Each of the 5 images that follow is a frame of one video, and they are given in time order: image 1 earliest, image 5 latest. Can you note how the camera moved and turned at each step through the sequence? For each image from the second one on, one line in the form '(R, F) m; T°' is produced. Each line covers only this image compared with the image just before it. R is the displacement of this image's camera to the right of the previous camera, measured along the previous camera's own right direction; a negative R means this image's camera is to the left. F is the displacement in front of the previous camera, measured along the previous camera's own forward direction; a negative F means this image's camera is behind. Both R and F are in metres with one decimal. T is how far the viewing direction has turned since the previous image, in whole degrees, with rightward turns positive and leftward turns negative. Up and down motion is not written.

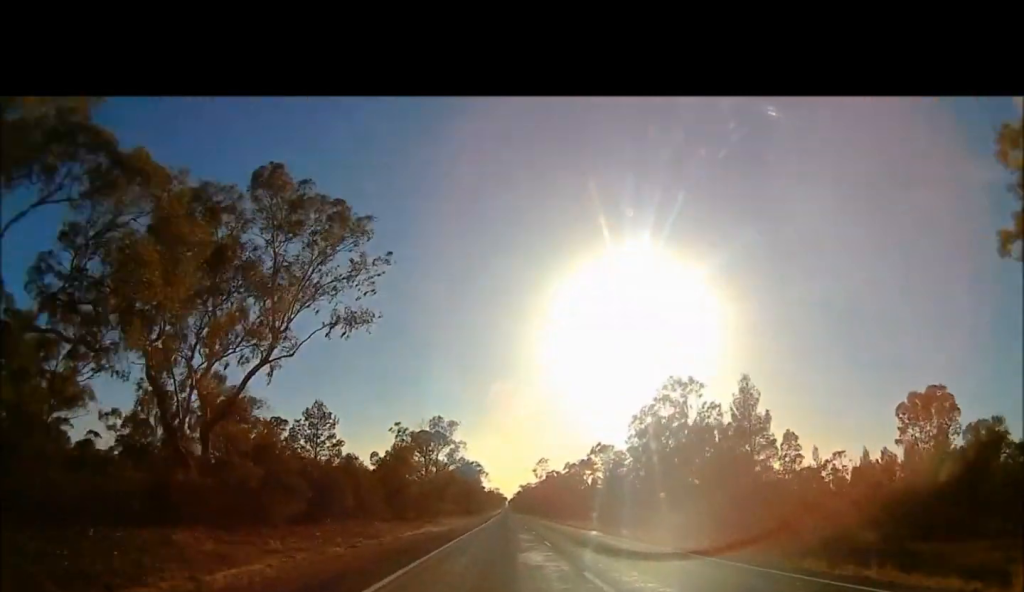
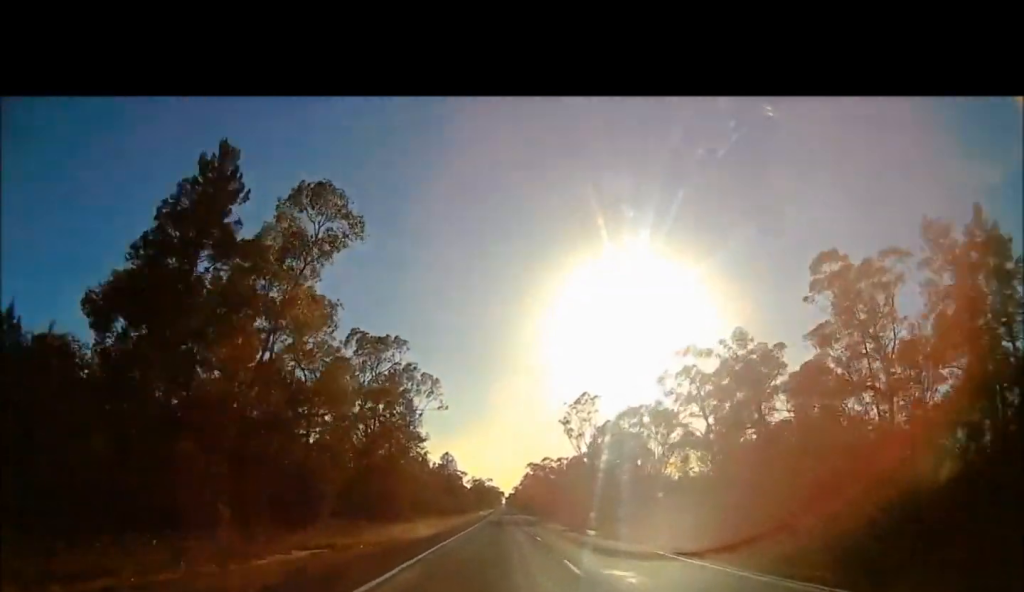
(+0.6, +167.7) m; 0°
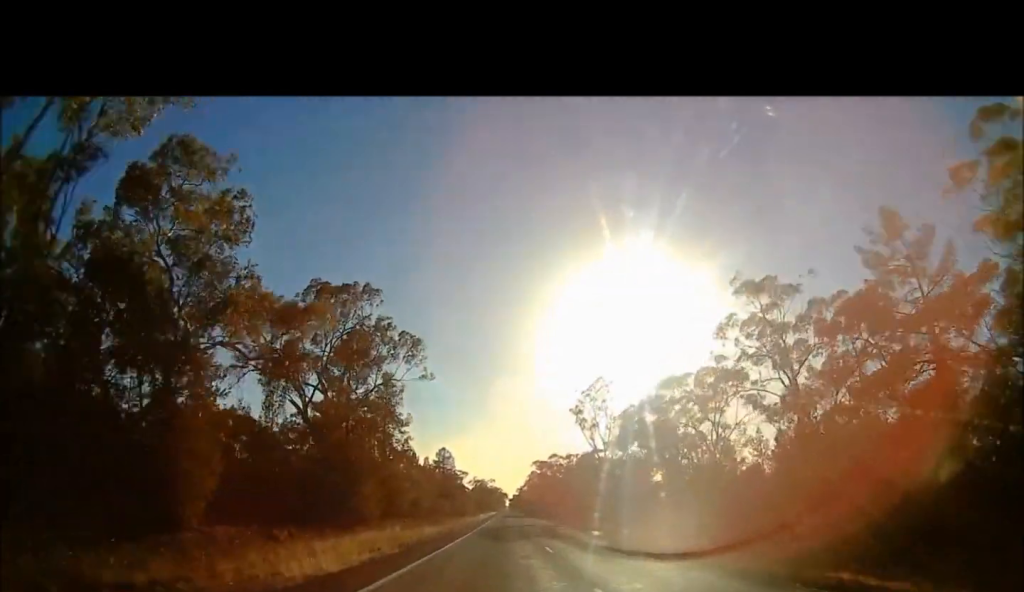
(0.0, +15.7) m; 0°
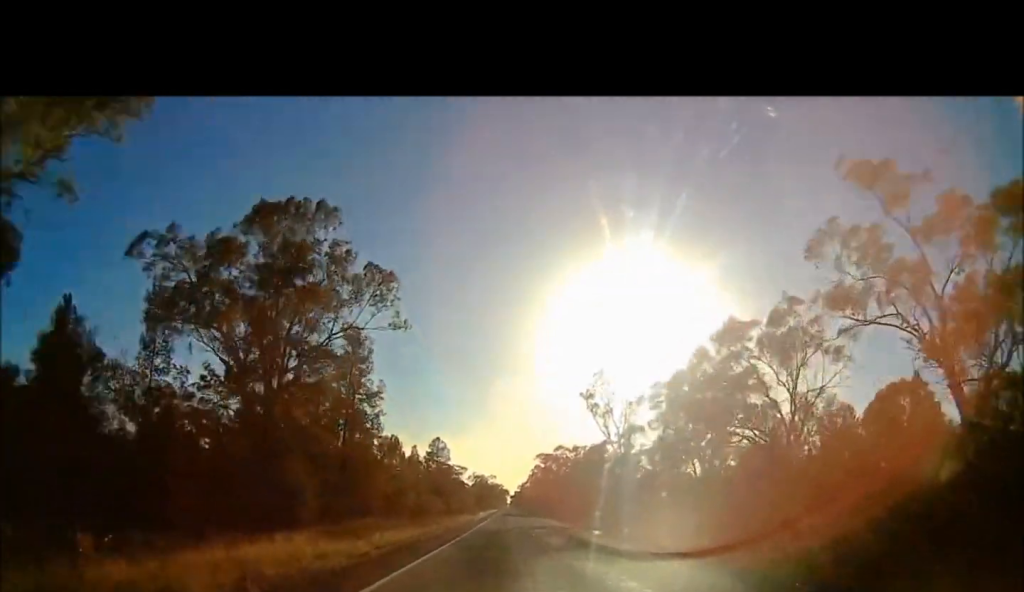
(0.0, +13.2) m; 0°
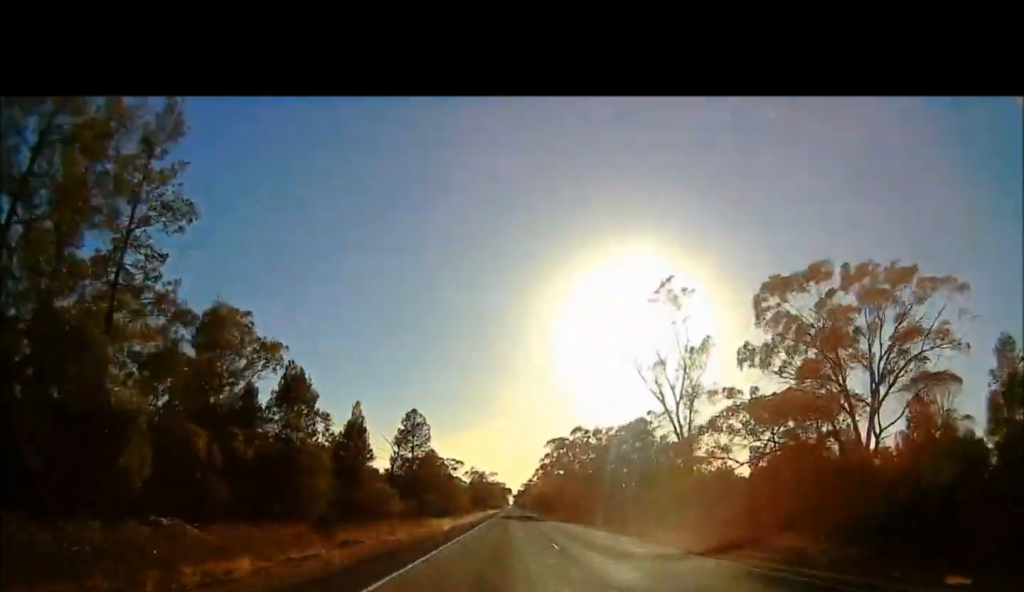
(-0.1, +29.8) m; -1°
